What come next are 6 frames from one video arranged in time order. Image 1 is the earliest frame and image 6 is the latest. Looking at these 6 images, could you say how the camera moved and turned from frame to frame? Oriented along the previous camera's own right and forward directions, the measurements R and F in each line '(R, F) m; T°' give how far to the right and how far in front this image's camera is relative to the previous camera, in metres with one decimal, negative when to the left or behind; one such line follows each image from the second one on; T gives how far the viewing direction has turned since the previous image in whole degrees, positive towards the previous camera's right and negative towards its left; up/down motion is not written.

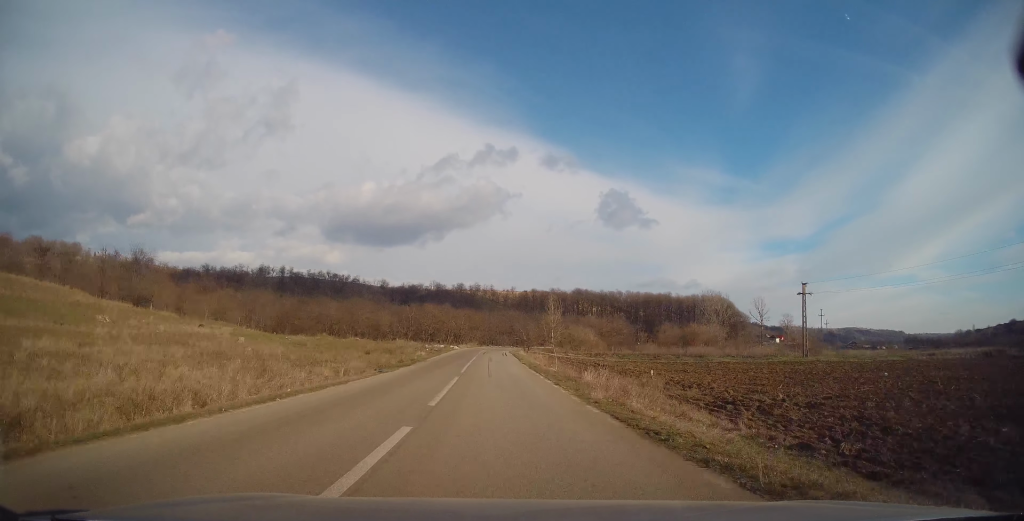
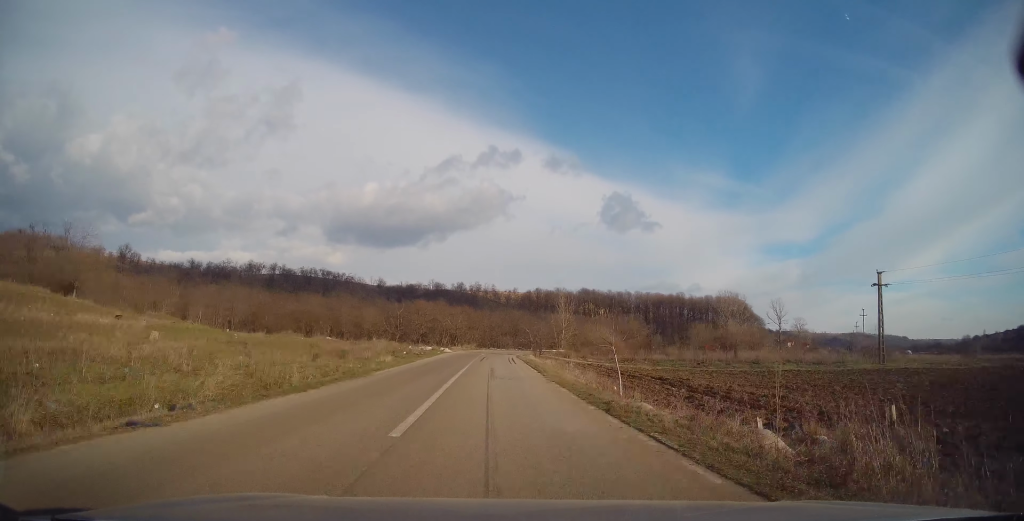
(+0.2, +15.0) m; 0°
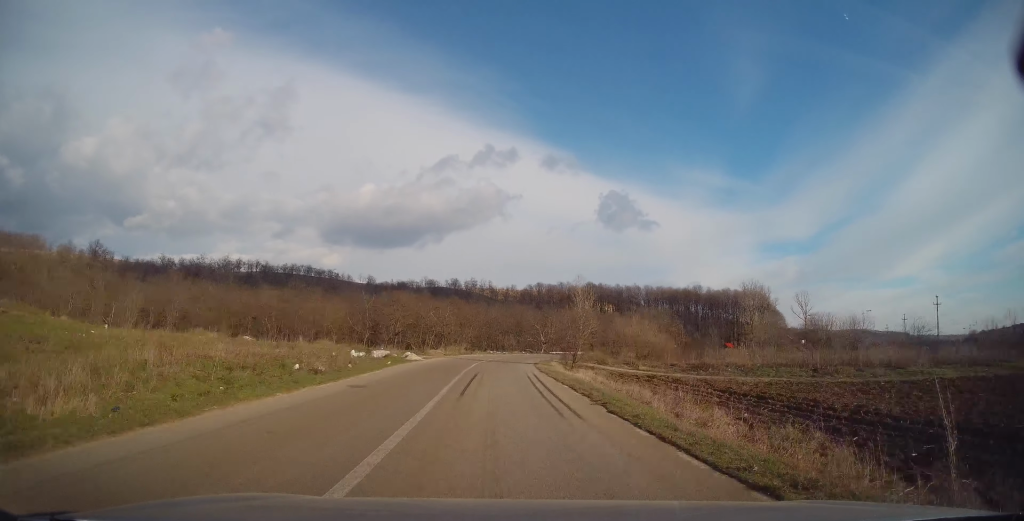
(0.0, +22.5) m; +1°
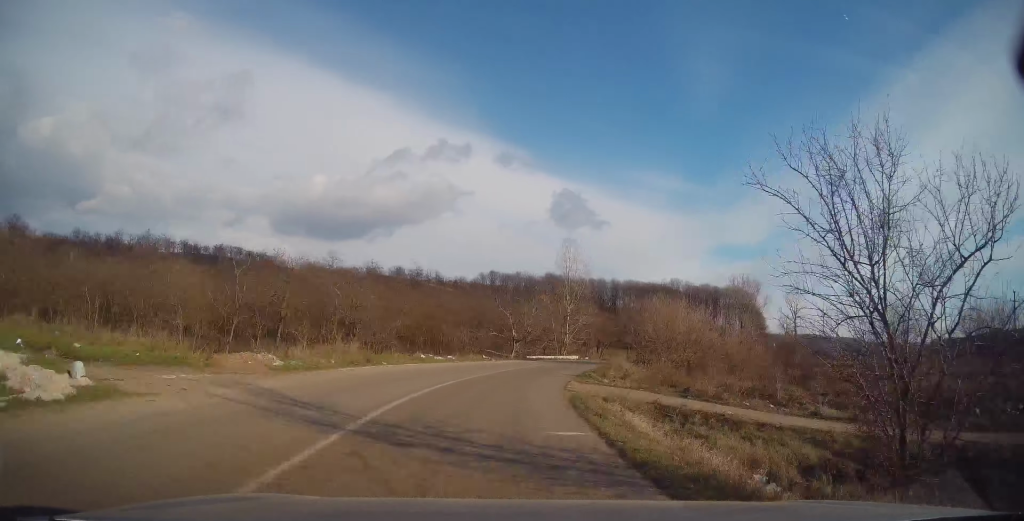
(+0.4, +28.0) m; +4°
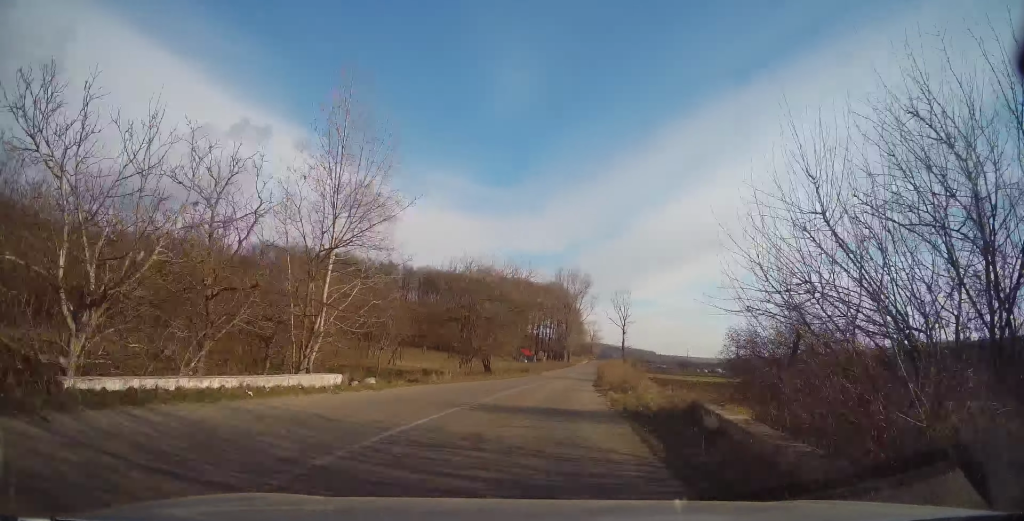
(+6.4, +35.5) m; +24°
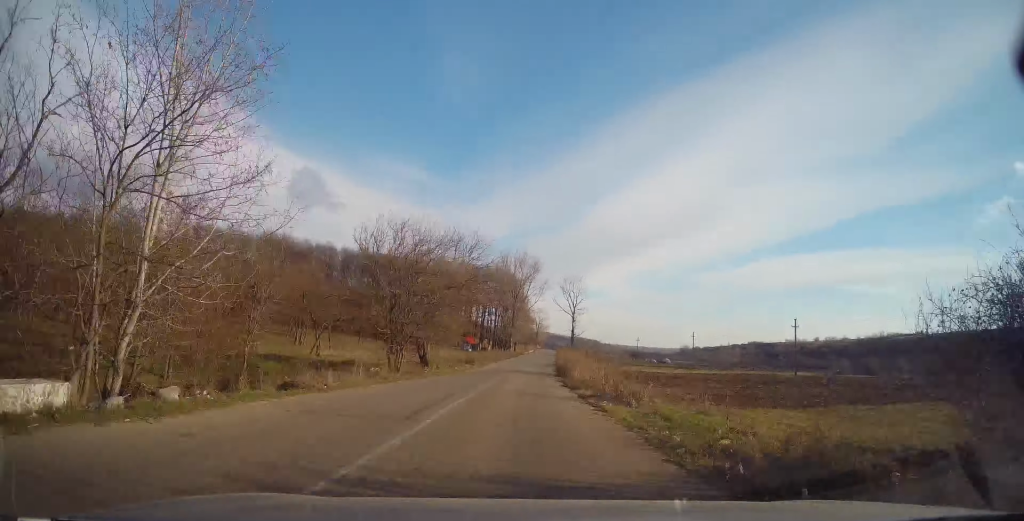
(+0.8, +8.1) m; +4°
